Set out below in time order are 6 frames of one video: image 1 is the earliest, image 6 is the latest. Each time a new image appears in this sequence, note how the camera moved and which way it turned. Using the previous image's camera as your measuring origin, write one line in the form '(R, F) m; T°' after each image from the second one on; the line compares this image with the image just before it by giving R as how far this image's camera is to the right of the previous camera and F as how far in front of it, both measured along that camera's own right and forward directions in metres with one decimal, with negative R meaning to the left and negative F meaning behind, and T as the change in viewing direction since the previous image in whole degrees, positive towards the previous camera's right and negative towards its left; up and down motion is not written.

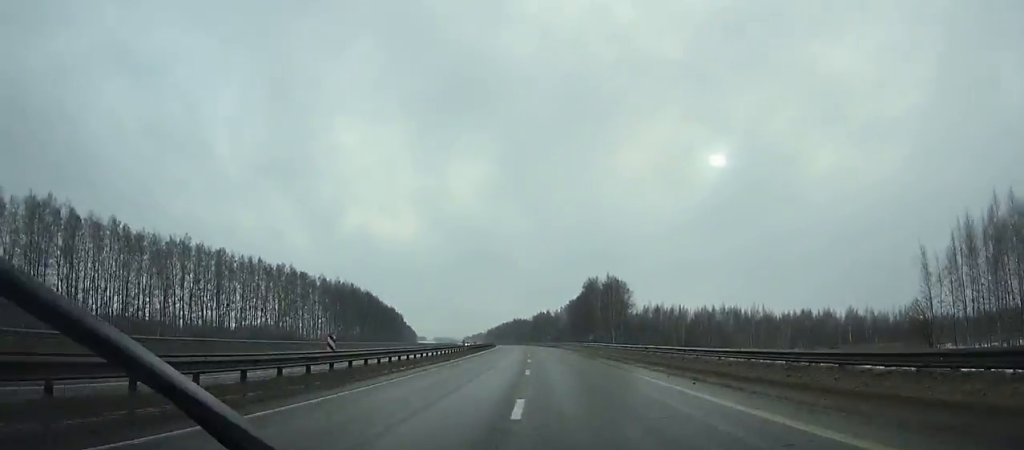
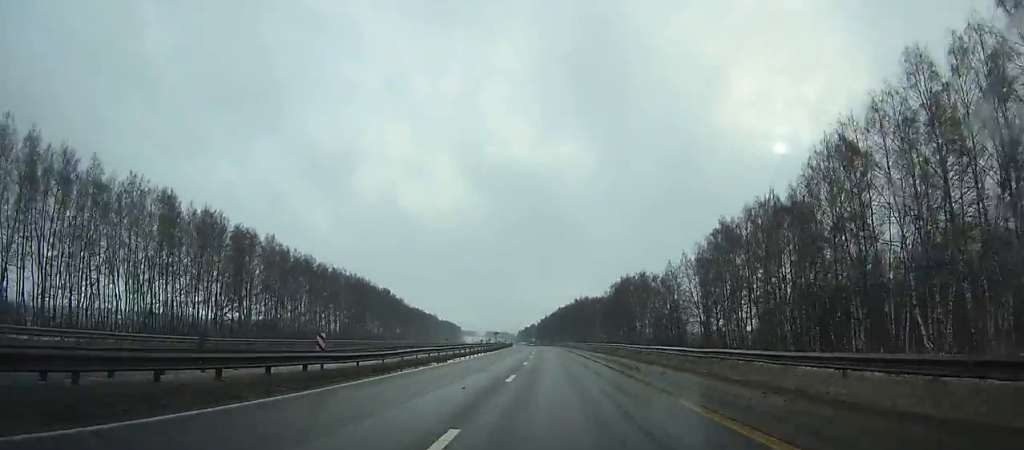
(-7.6, +170.0) m; -5°
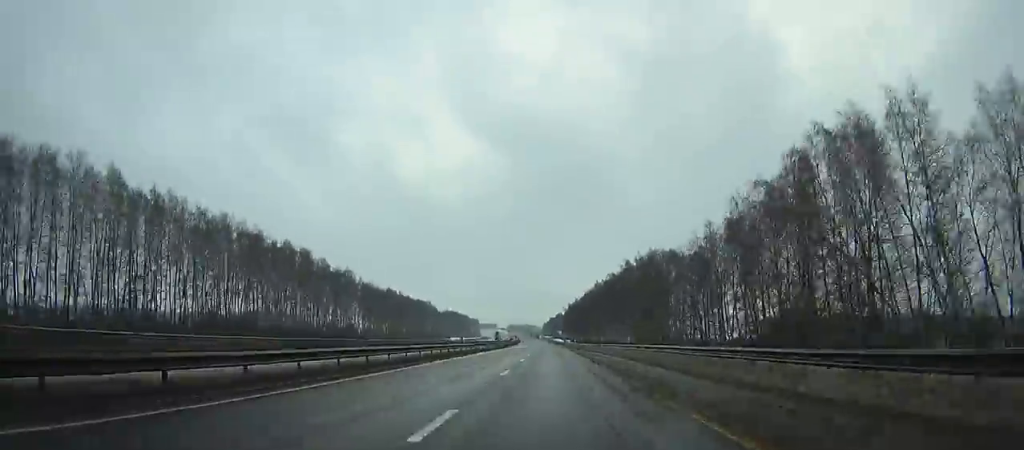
(-2.0, +119.6) m; -2°
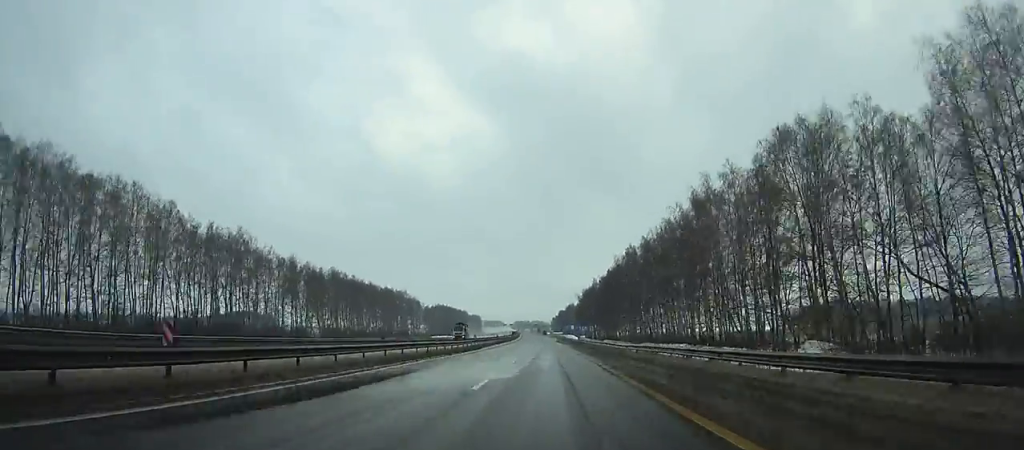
(-1.4, +77.8) m; -1°
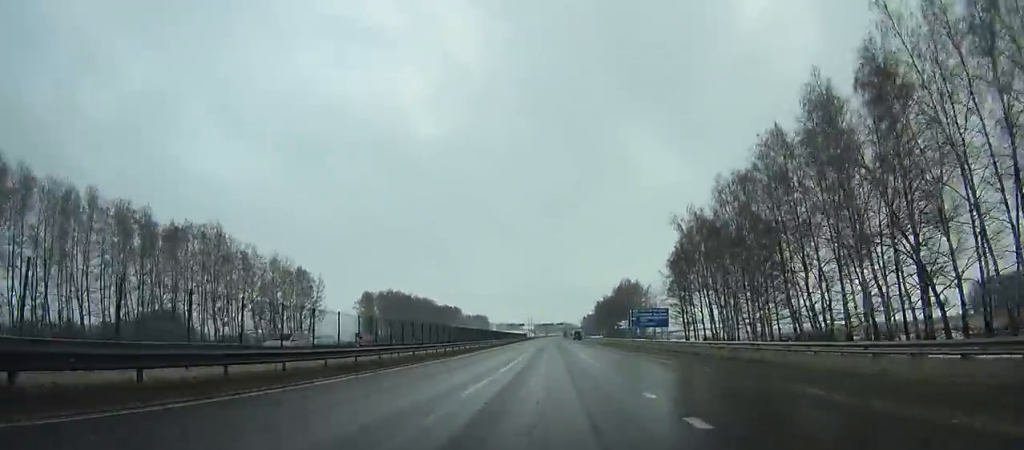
(-3.5, +181.5) m; -2°
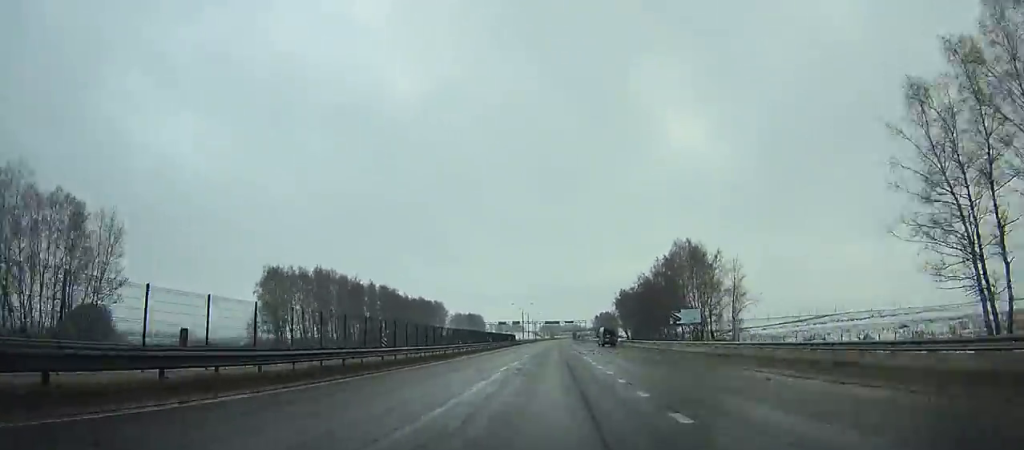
(0.0, +82.1) m; 0°
